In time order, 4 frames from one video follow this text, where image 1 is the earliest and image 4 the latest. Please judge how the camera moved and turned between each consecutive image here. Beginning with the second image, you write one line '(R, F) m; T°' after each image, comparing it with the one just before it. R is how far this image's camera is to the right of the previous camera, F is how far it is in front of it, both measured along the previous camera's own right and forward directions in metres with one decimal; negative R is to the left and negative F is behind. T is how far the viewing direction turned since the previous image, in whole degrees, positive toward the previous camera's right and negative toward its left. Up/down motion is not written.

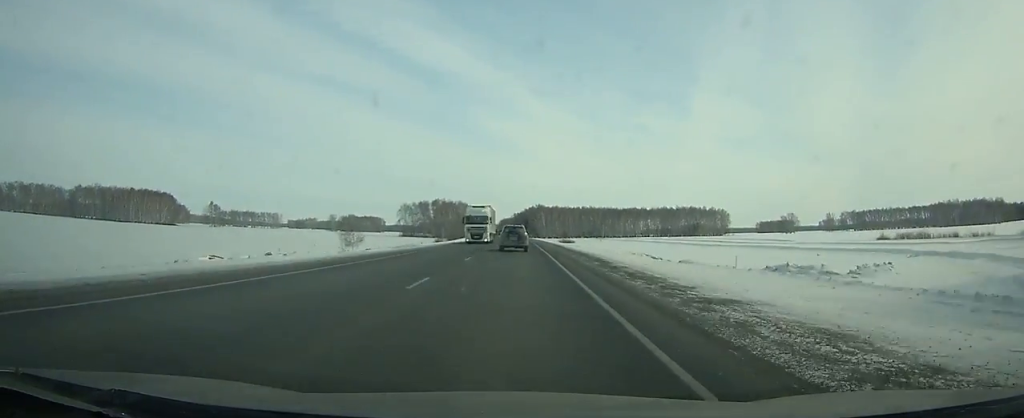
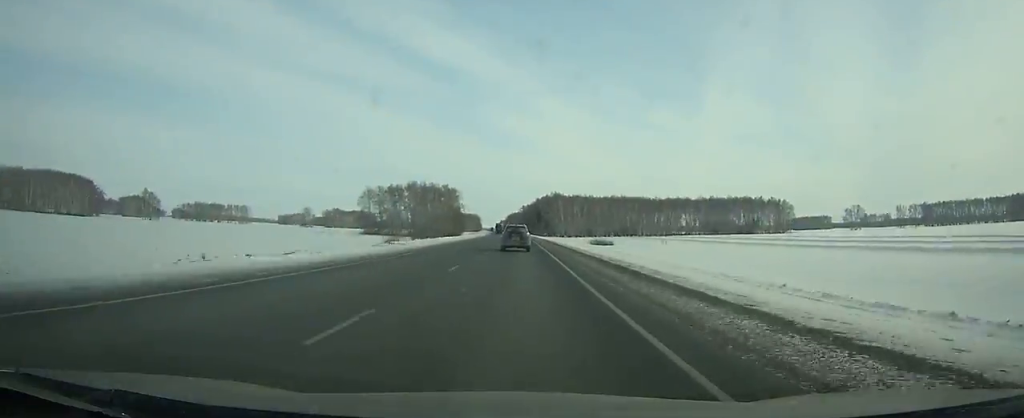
(-1.4, +100.8) m; -1°
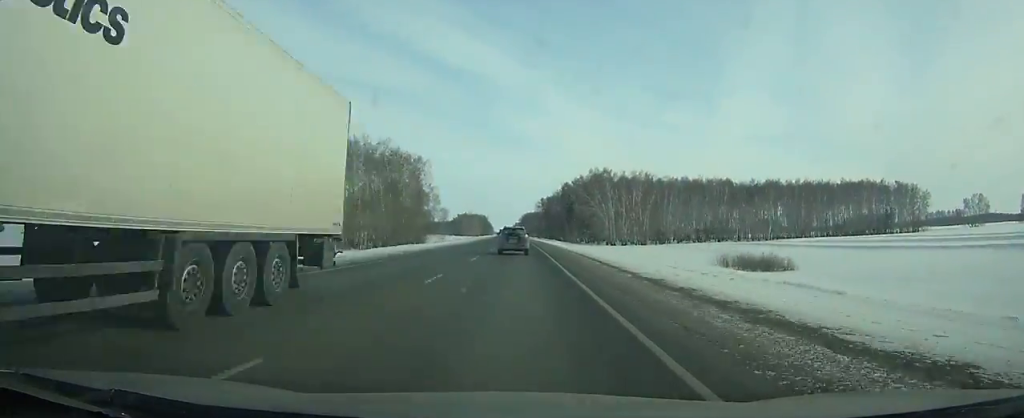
(-1.3, +123.0) m; -1°
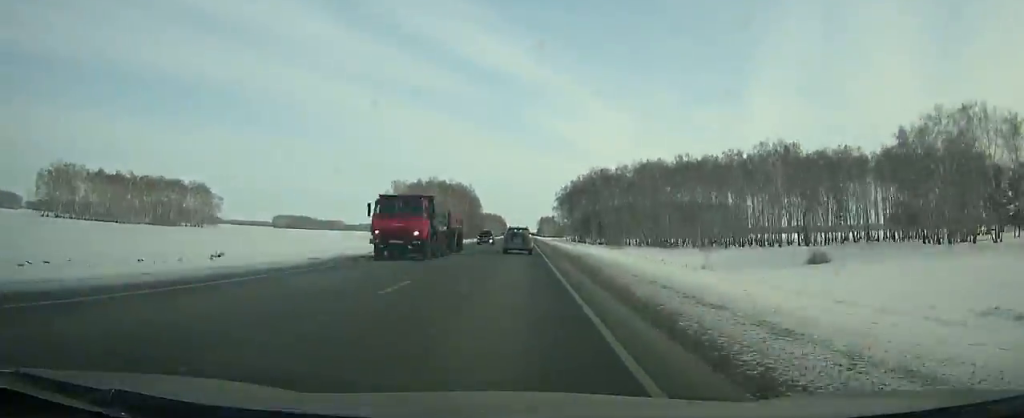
(-8.5, +337.5) m; -2°
